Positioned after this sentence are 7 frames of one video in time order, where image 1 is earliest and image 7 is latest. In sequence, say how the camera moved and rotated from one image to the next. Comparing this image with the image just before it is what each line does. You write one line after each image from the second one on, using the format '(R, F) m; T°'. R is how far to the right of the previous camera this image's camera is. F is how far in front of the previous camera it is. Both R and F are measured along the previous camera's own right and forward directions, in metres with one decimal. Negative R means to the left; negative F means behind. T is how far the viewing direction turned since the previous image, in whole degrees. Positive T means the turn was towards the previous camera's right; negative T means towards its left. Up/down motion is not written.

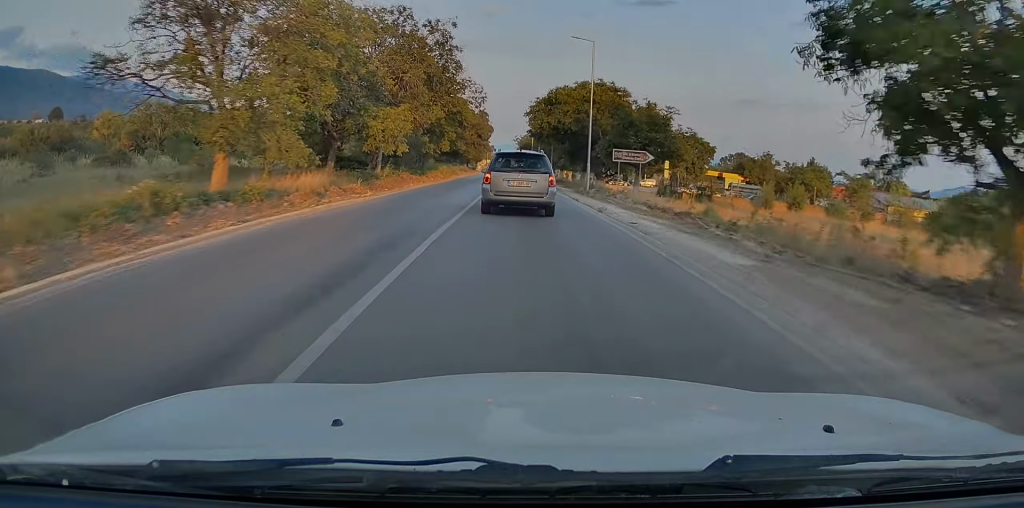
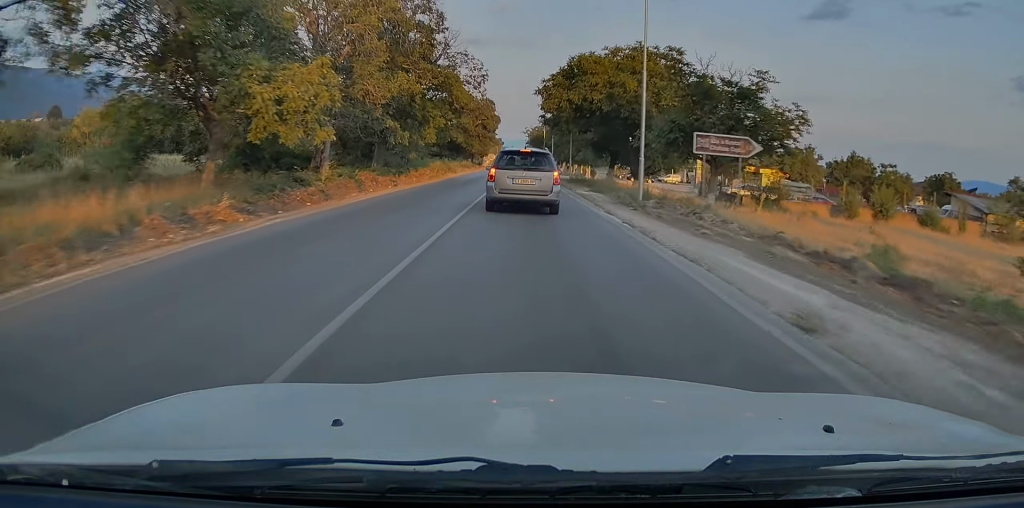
(-0.2, +13.8) m; -1°
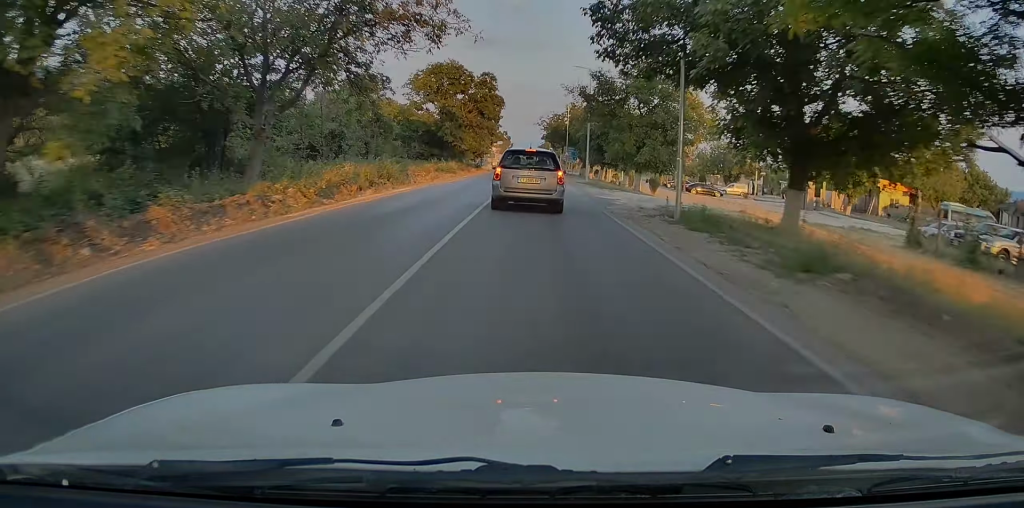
(-0.5, +33.5) m; -2°
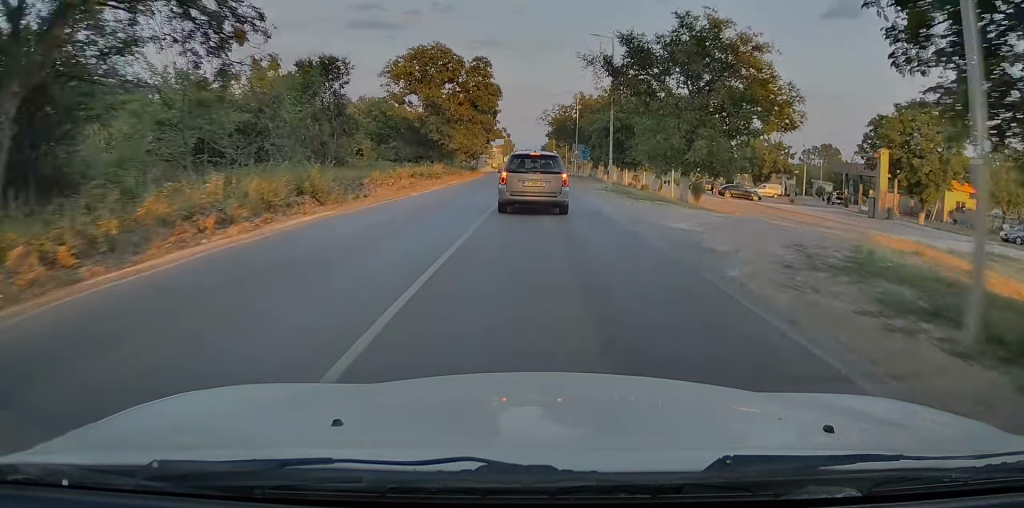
(-0.3, +12.2) m; 0°
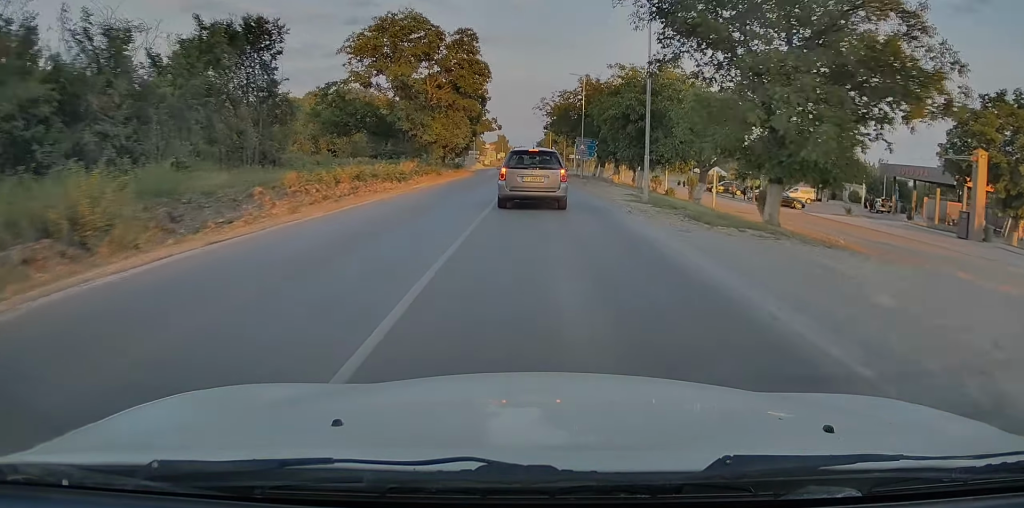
(+0.4, +12.0) m; +1°
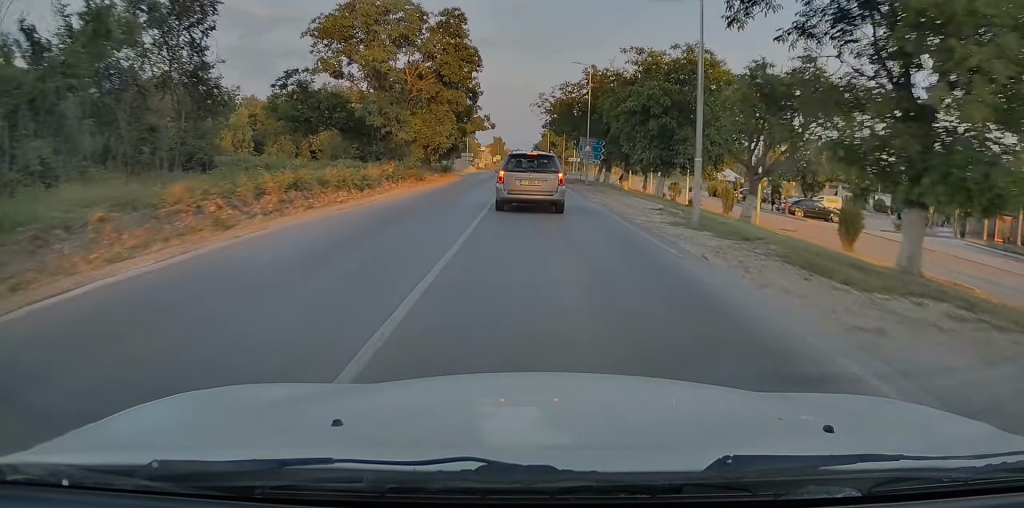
(-0.1, +7.5) m; -1°
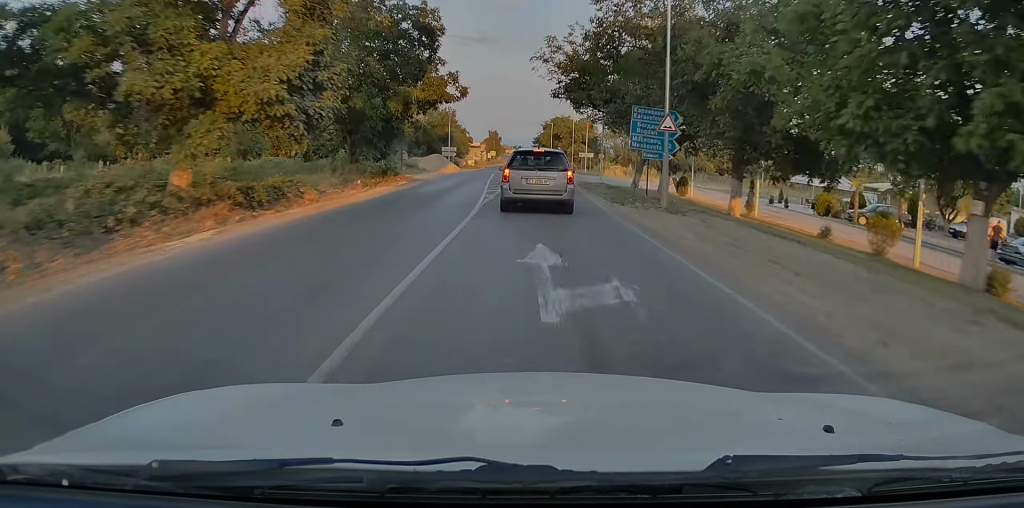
(-0.5, +26.1) m; -1°
